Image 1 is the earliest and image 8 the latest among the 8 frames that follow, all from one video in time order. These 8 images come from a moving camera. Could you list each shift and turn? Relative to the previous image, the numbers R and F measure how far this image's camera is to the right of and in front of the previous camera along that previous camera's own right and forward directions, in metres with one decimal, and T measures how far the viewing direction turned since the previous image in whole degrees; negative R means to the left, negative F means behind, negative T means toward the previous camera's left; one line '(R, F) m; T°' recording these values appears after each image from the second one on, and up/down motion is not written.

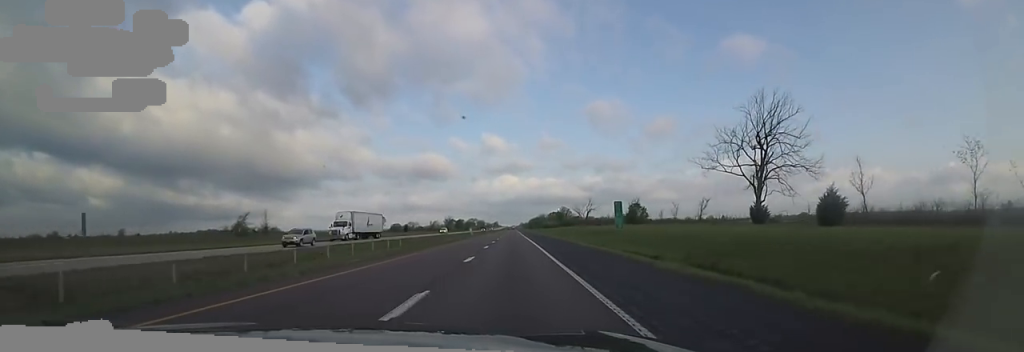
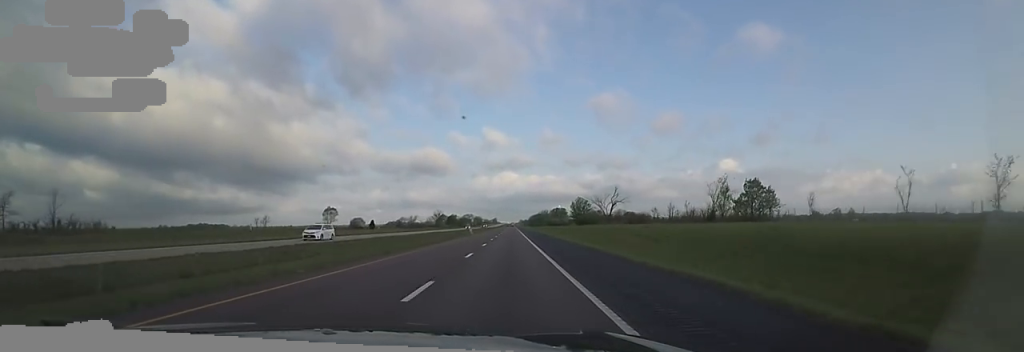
(-0.7, +47.0) m; +1°
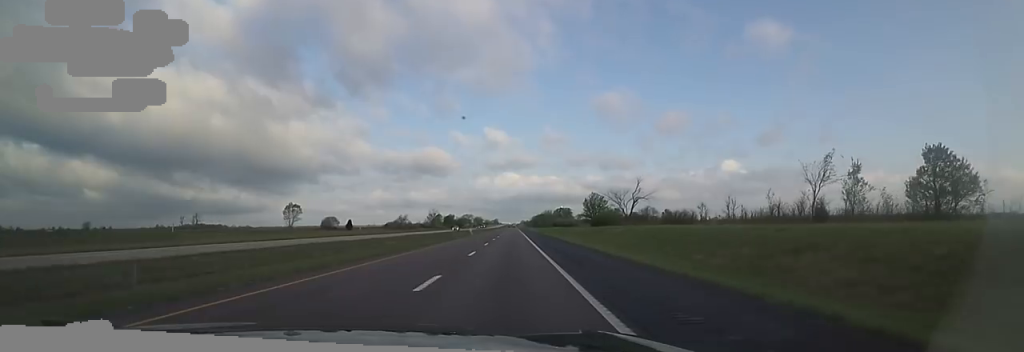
(+0.5, +23.1) m; +2°
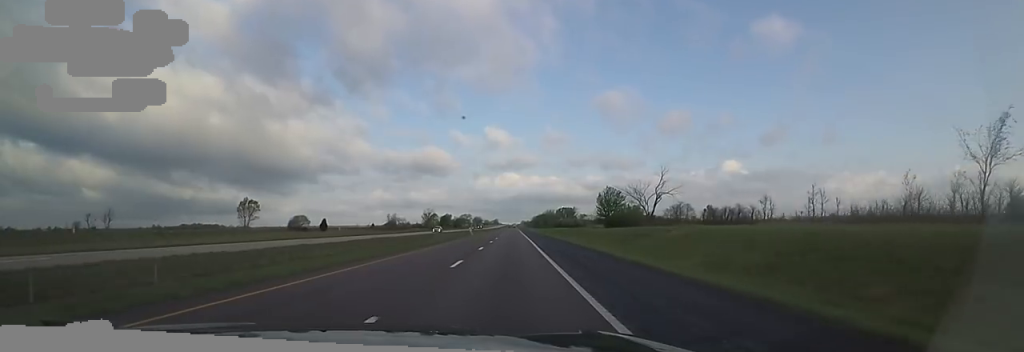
(+0.2, +18.6) m; 0°
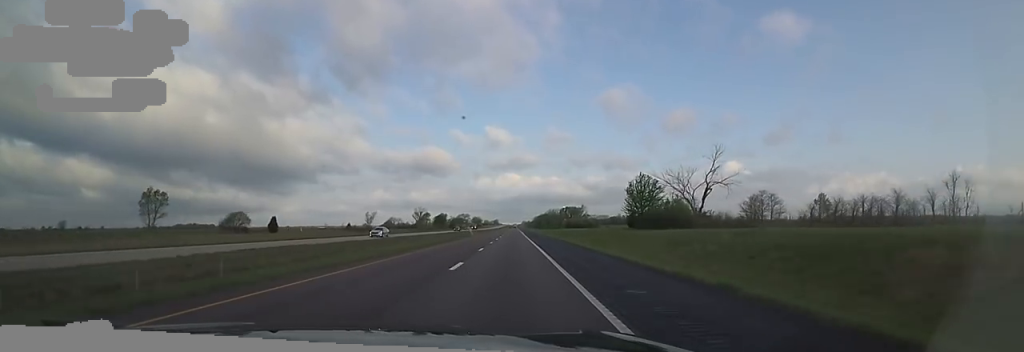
(+0.2, +25.5) m; -1°
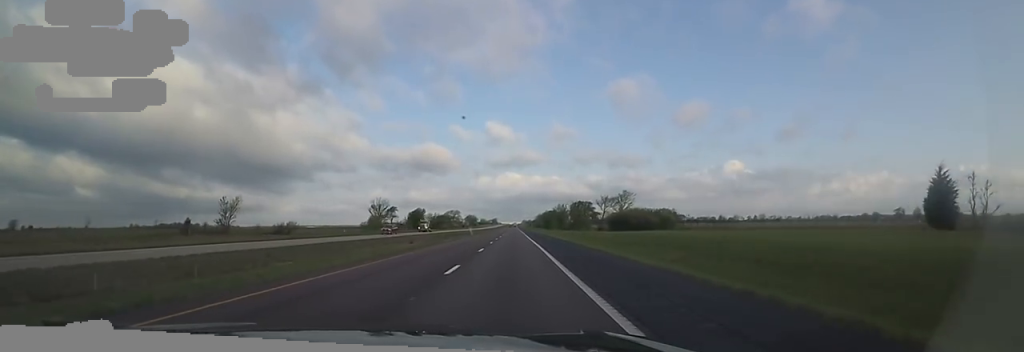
(-2.8, +74.9) m; -1°
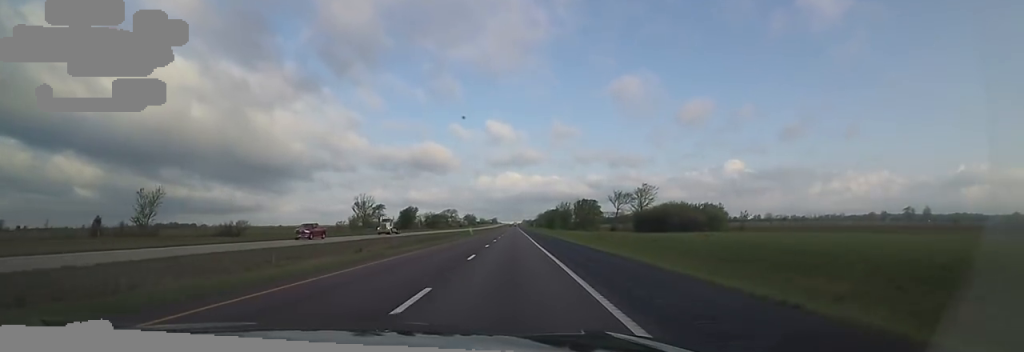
(+0.7, +18.1) m; +1°
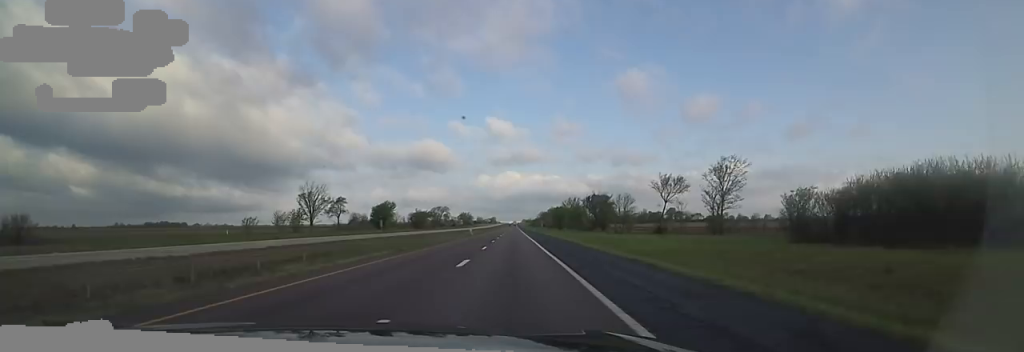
(-0.2, +39.1) m; -1°
